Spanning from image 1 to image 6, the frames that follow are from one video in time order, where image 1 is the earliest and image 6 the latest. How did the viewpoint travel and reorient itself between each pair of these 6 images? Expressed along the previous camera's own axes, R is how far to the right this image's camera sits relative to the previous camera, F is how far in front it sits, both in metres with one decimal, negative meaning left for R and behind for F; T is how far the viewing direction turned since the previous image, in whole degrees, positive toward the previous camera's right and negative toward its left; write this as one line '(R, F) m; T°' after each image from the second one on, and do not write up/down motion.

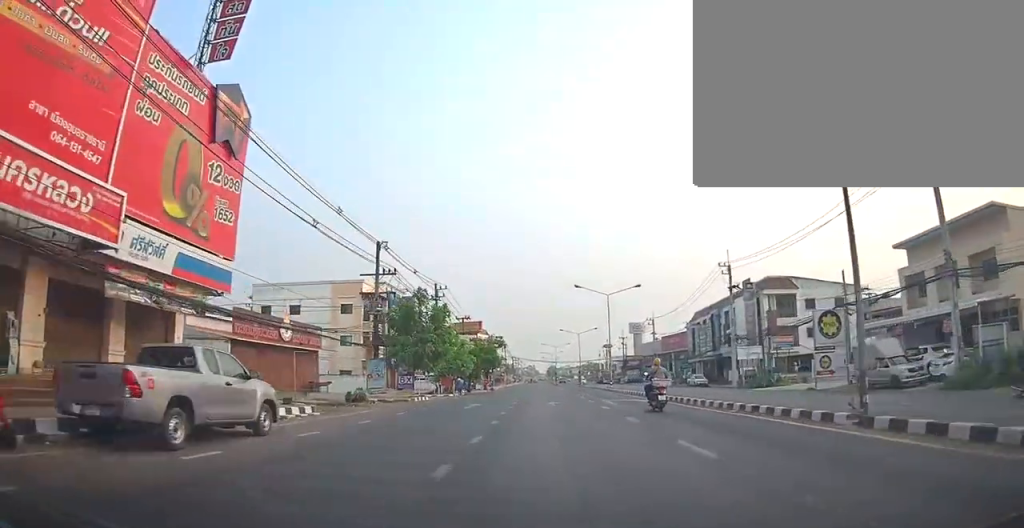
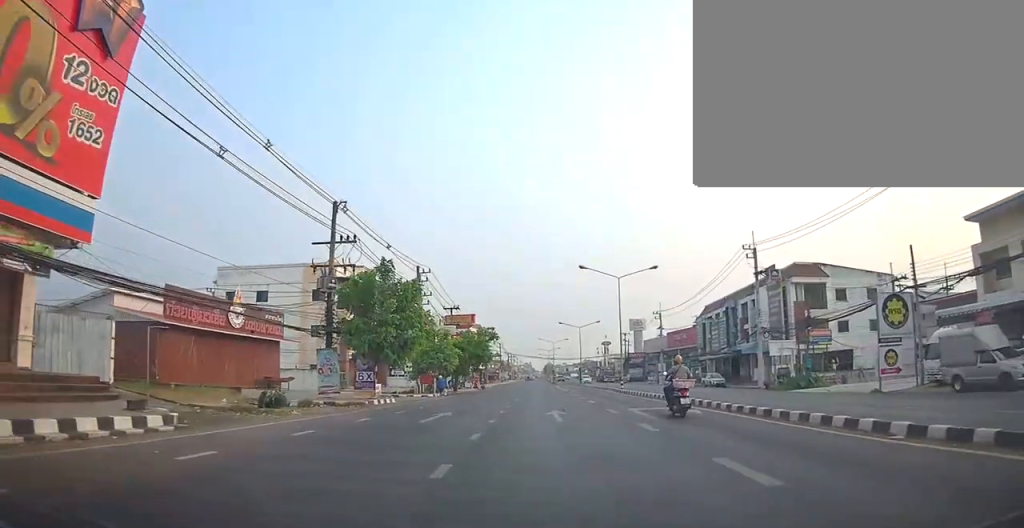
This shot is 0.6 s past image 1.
(0.0, +8.2) m; 0°
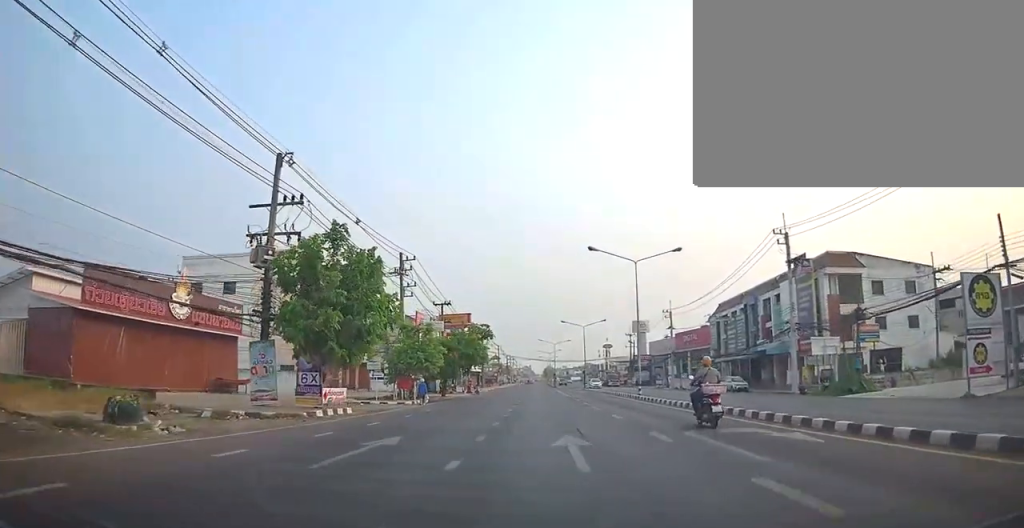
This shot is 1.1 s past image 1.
(0.0, +7.3) m; 0°
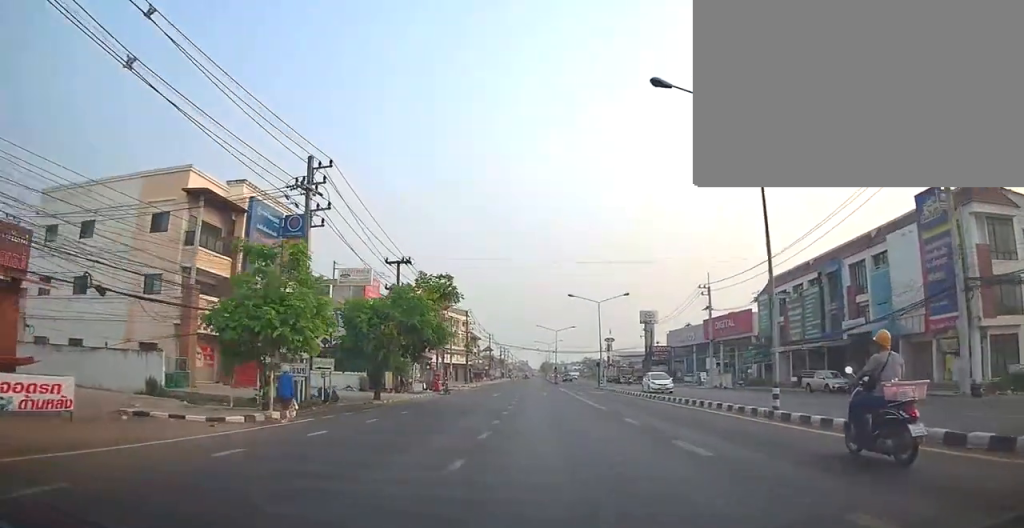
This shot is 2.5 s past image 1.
(0.0, +20.5) m; 0°
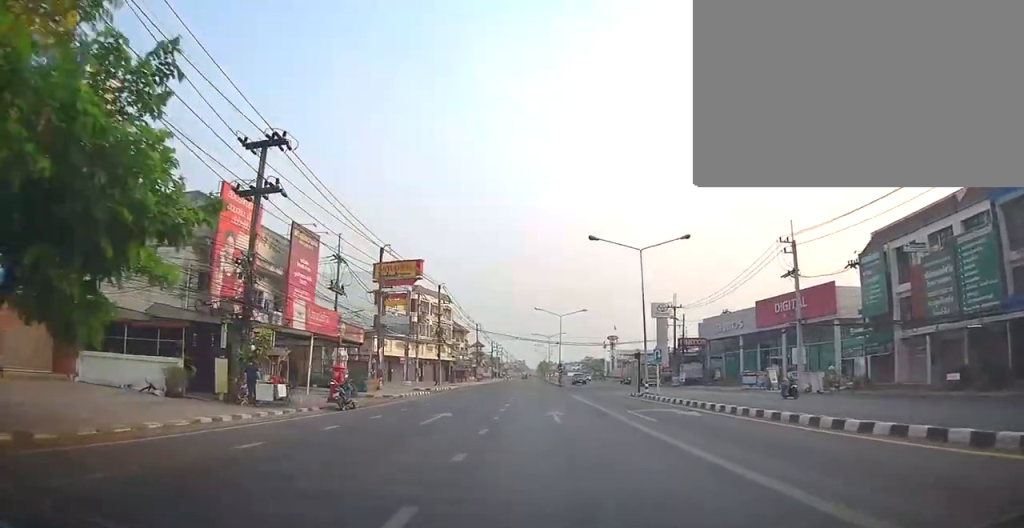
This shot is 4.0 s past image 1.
(+0.9, +23.9) m; +1°
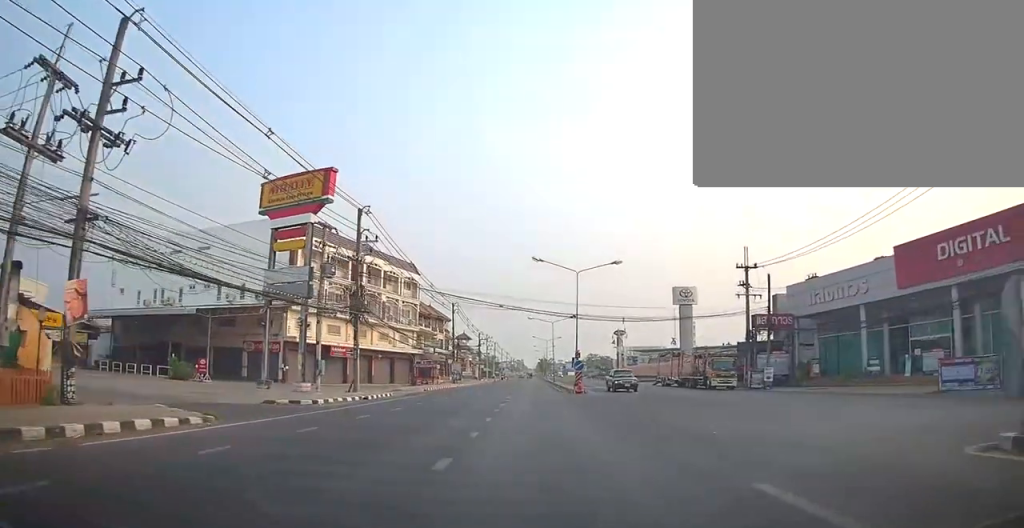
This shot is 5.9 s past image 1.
(-1.6, +29.5) m; -2°
